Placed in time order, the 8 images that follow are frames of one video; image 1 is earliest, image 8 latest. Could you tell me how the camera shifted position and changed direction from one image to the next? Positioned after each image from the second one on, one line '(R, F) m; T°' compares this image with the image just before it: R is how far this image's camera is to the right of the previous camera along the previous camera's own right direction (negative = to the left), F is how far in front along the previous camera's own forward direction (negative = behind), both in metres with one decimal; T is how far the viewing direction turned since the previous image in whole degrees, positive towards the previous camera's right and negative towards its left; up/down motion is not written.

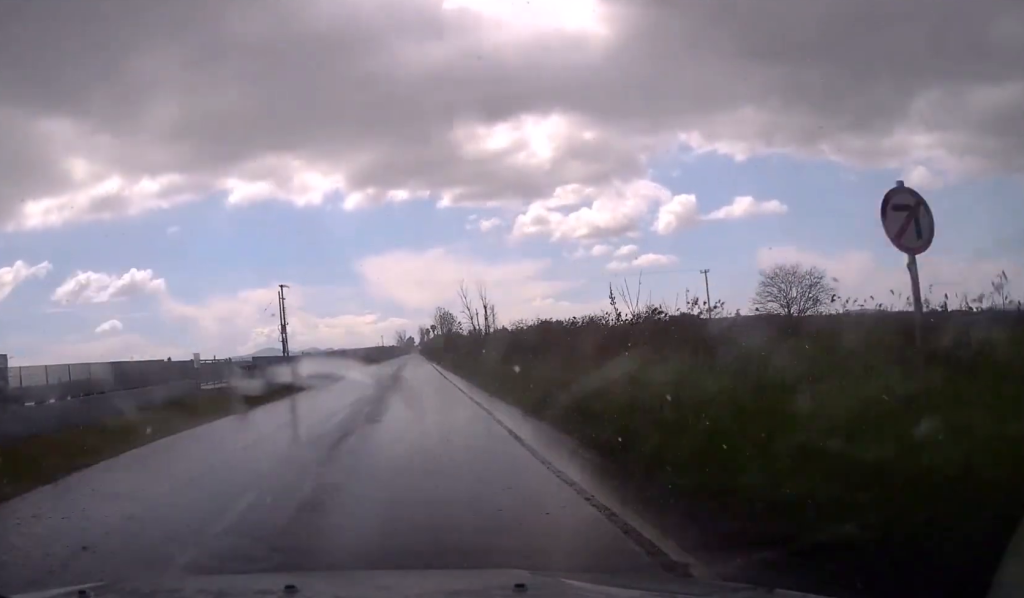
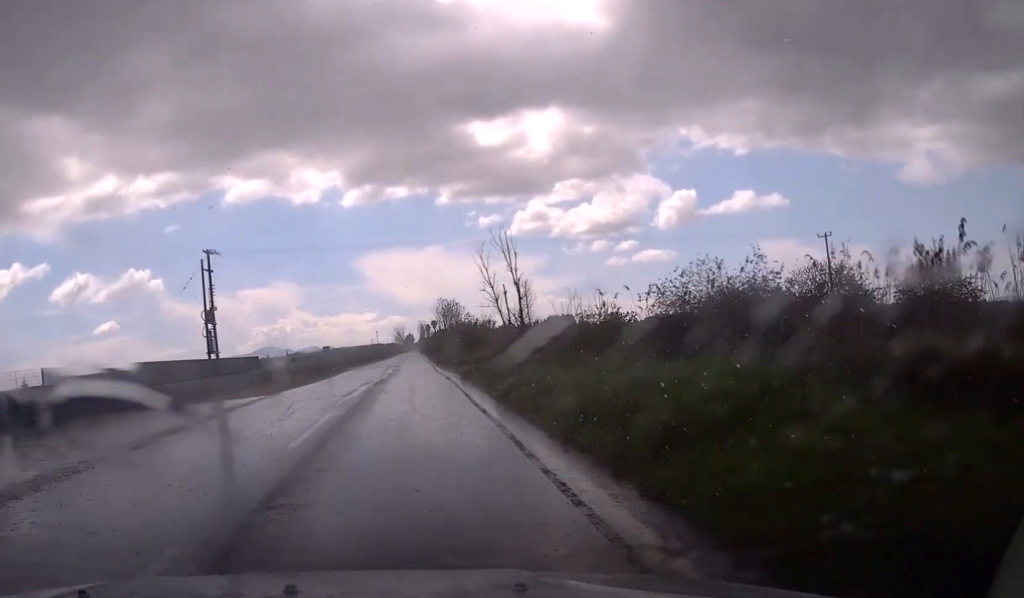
(+0.1, +37.1) m; 0°
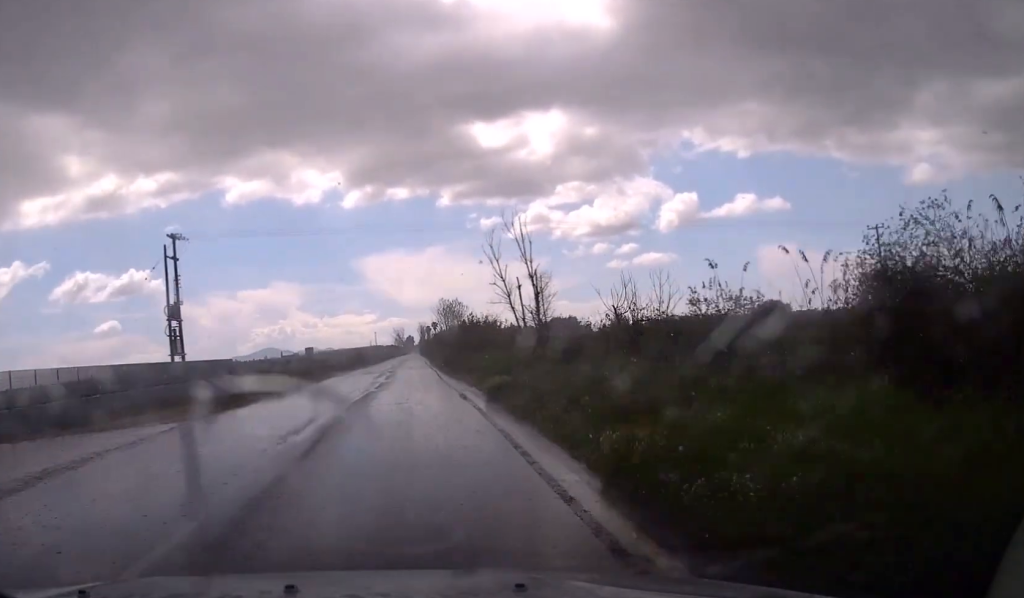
(-0.2, +10.2) m; 0°
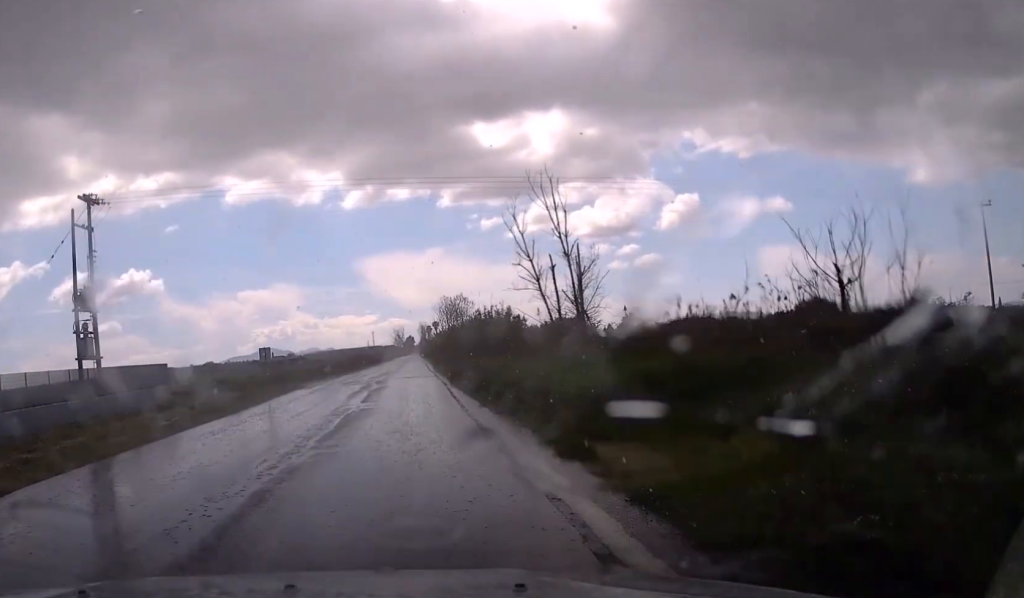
(+0.3, +16.5) m; 0°
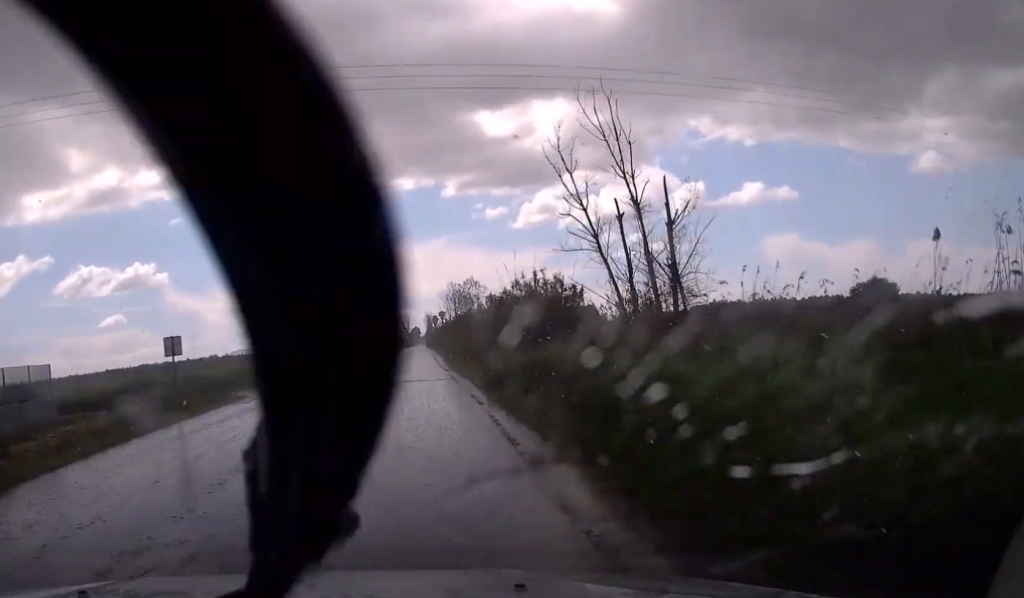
(-0.2, +15.5) m; -1°
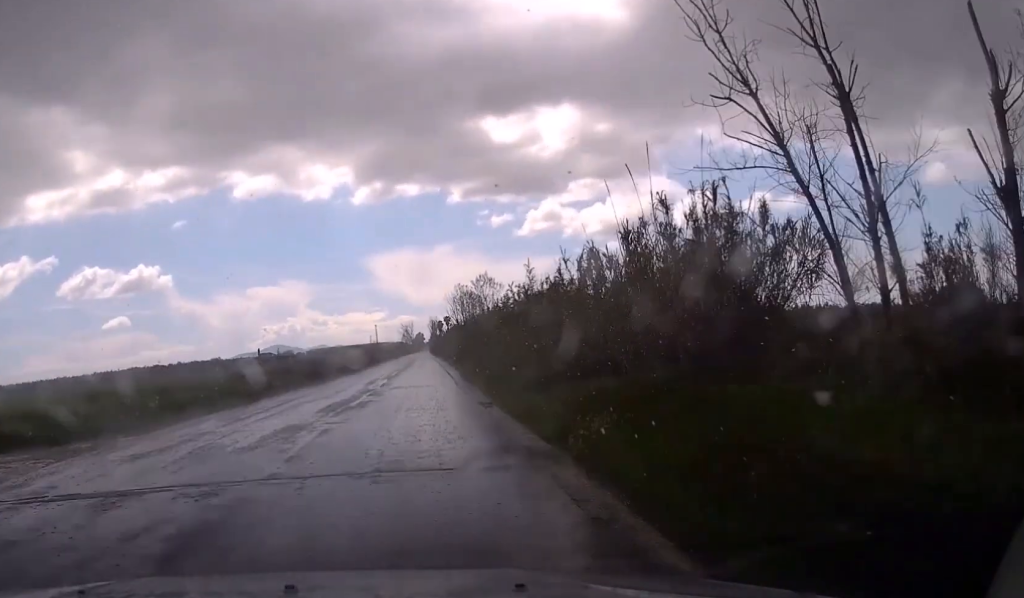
(0.0, +18.4) m; 0°
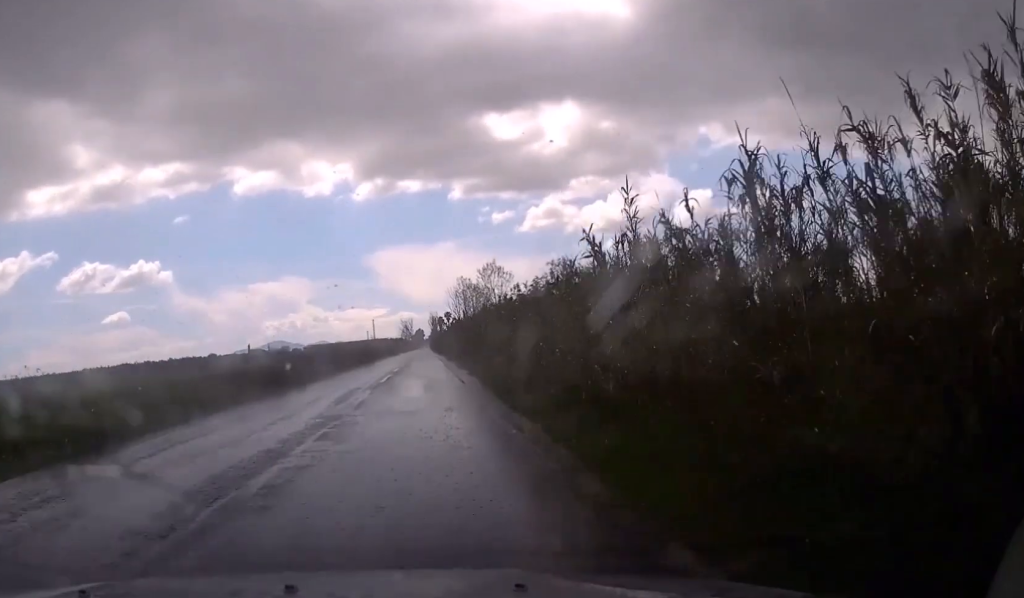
(0.0, +12.1) m; -1°
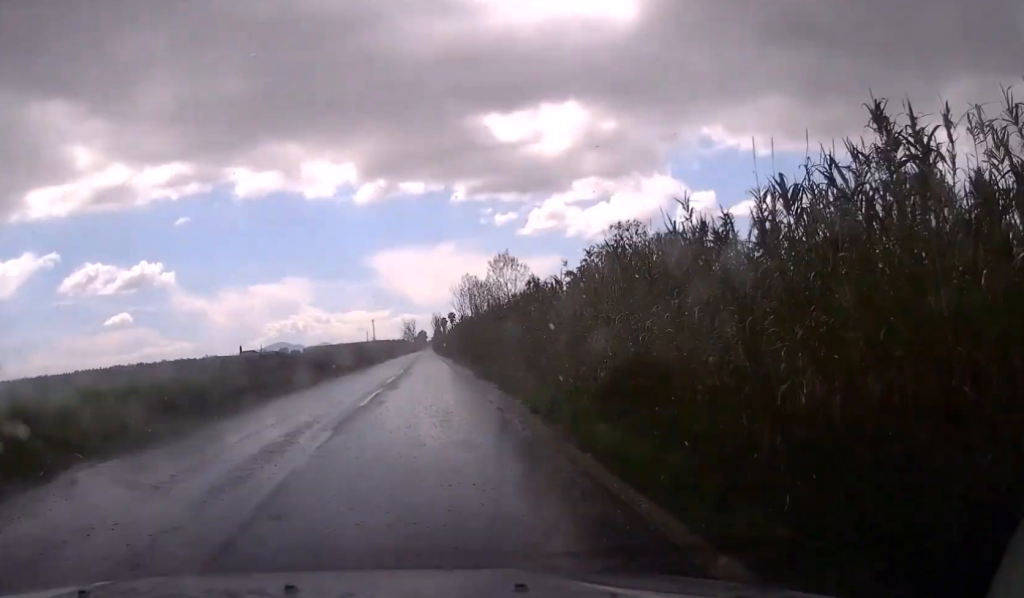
(-0.1, +11.6) m; -1°
